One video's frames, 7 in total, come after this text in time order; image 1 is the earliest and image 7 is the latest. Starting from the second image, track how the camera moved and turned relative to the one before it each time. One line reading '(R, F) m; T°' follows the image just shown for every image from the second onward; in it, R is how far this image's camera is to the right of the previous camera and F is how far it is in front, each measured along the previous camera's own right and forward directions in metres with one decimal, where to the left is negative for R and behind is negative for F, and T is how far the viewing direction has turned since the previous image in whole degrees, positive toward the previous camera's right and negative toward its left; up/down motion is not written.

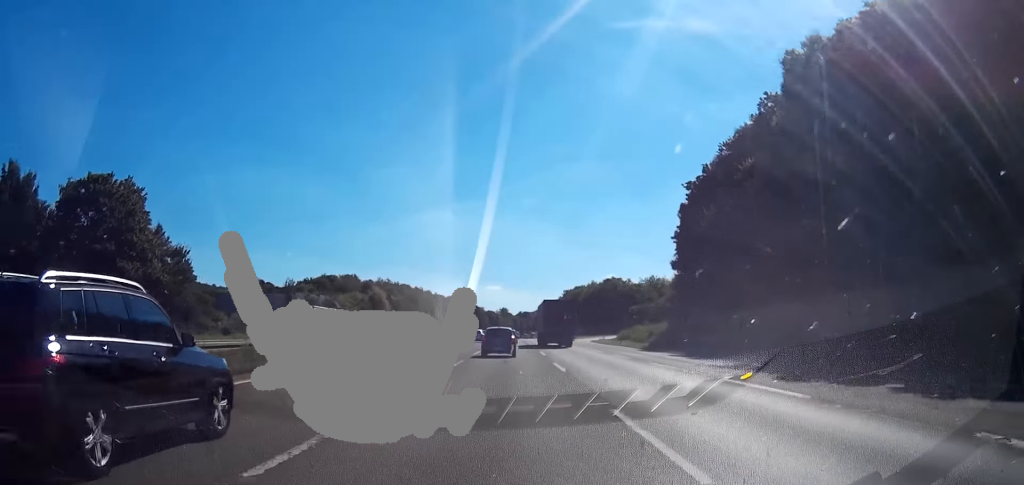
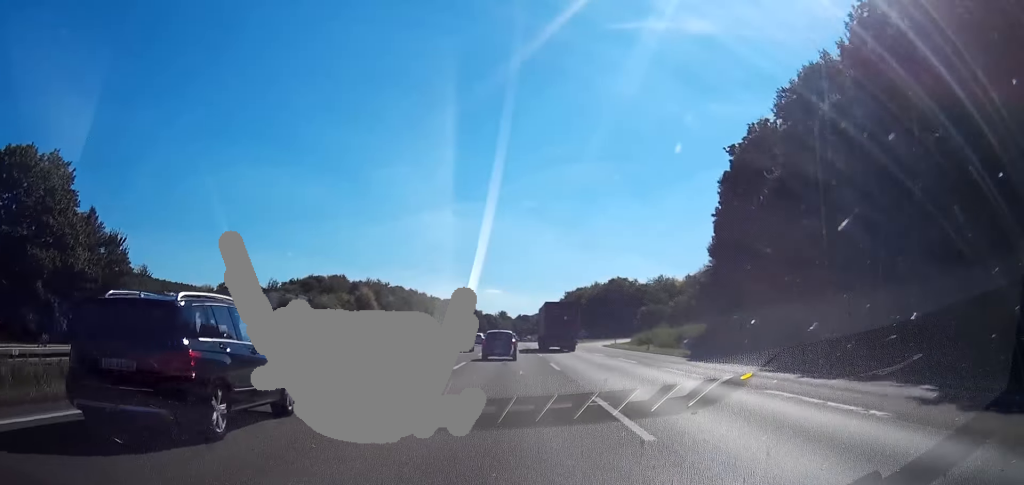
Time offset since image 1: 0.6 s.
(+0.1, +15.1) m; +1°
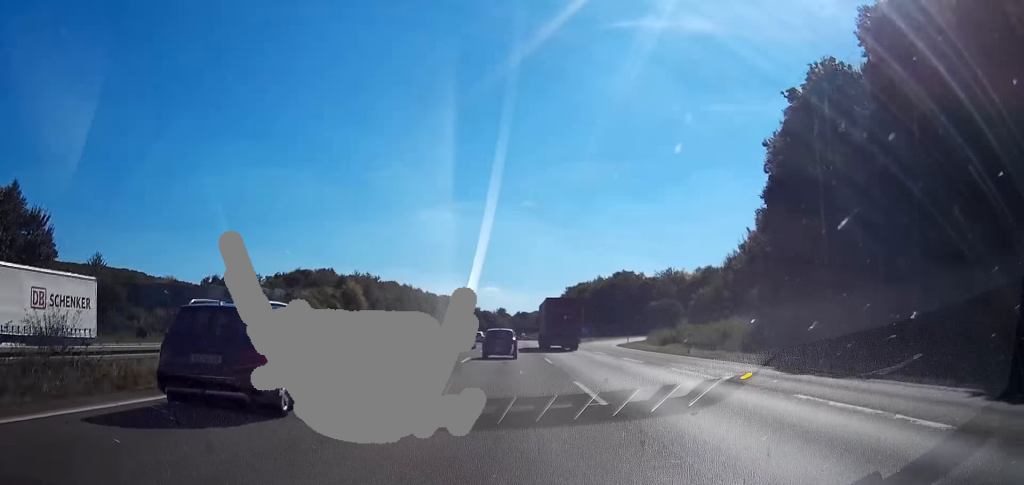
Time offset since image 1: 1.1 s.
(+0.1, +13.6) m; 0°
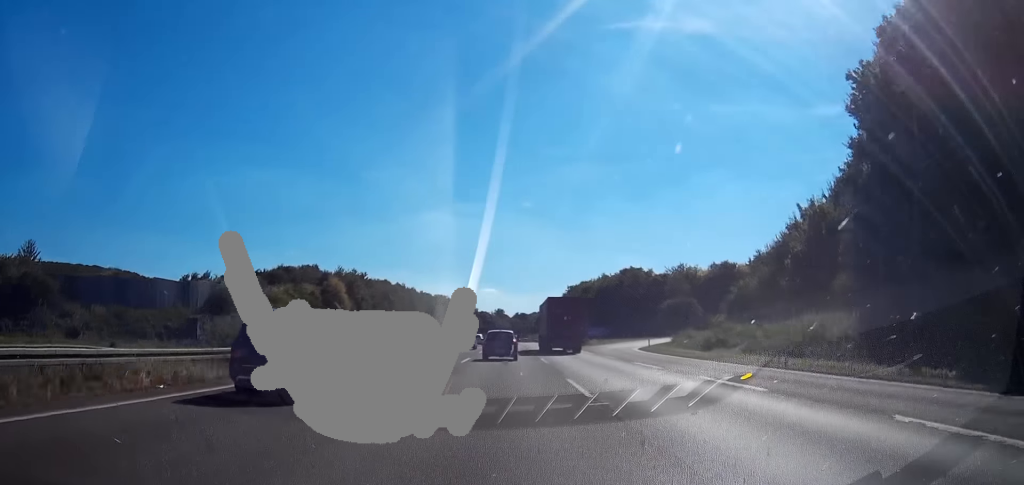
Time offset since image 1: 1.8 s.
(+0.1, +16.1) m; 0°
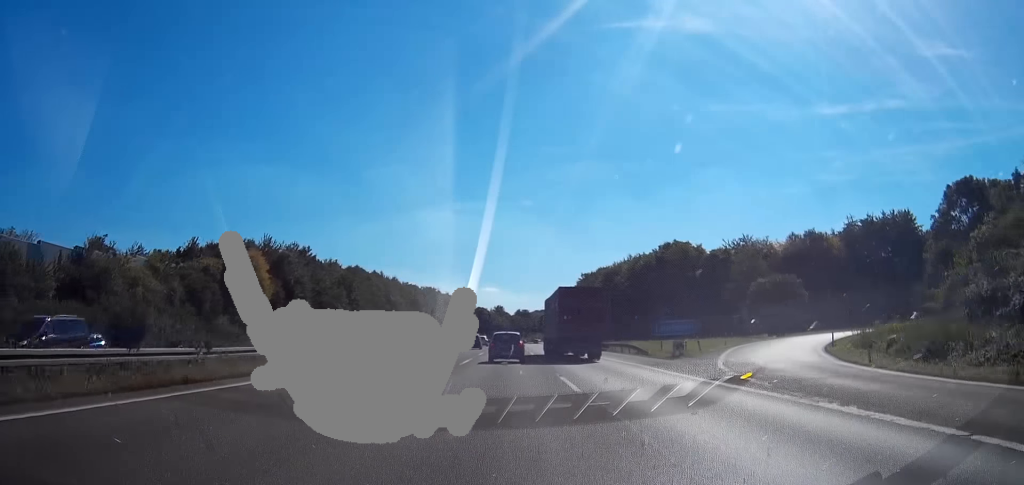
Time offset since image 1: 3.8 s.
(-0.1, +52.1) m; 0°
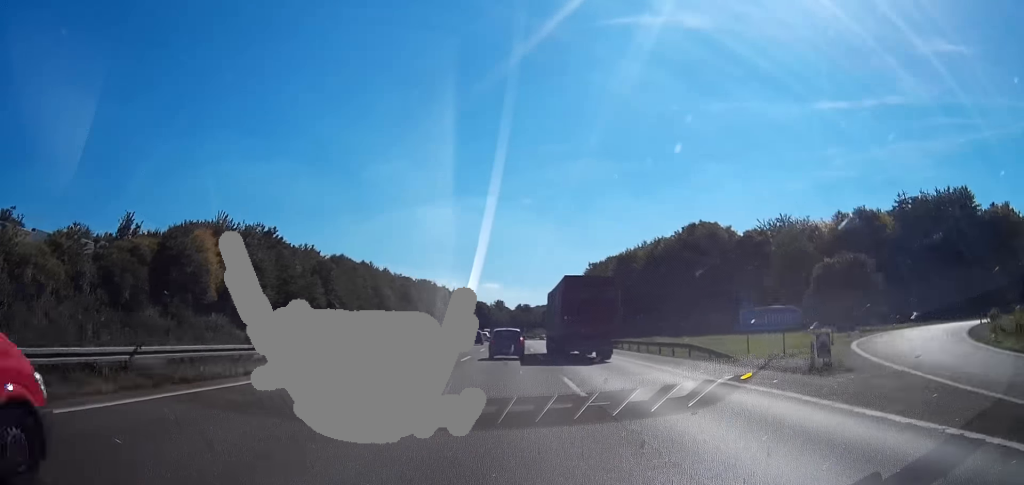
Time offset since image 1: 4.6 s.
(0.0, +19.9) m; 0°
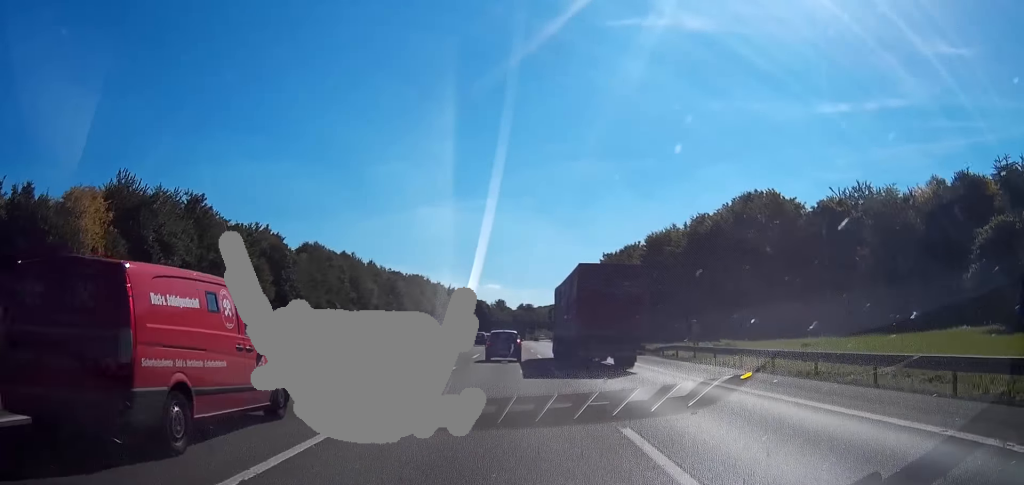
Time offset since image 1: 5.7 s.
(+0.1, +28.6) m; 0°
